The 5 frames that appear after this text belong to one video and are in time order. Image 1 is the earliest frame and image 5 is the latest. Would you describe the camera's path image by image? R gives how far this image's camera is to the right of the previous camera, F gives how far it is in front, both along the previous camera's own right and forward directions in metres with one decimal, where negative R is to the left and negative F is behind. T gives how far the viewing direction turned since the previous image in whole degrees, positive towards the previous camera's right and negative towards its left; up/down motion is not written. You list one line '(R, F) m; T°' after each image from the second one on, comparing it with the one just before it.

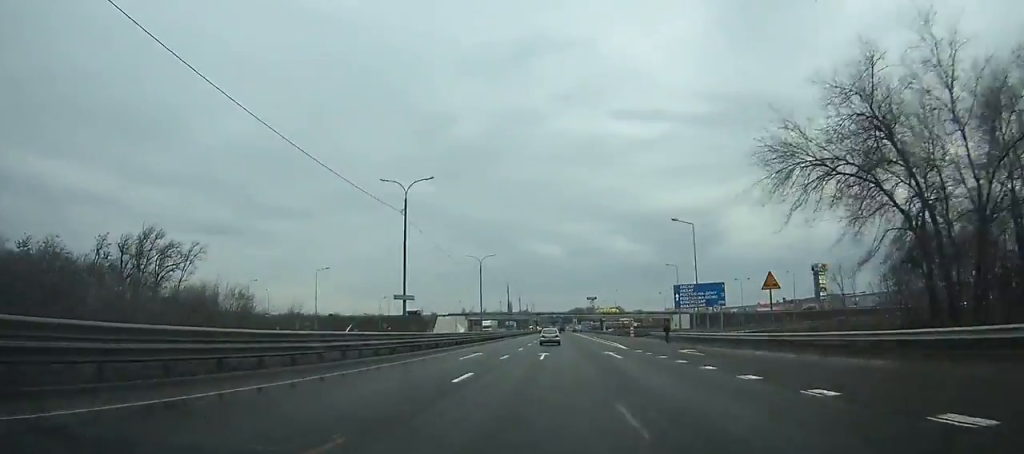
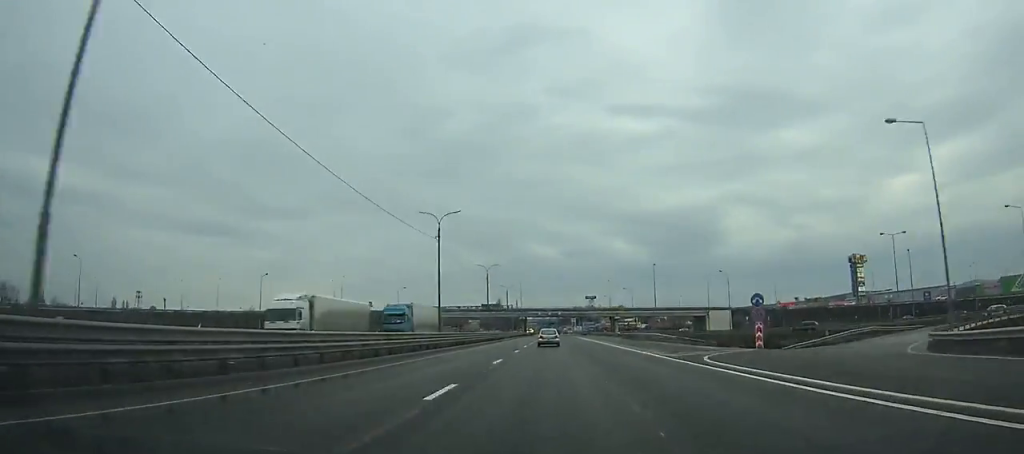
(0.0, +64.6) m; 0°
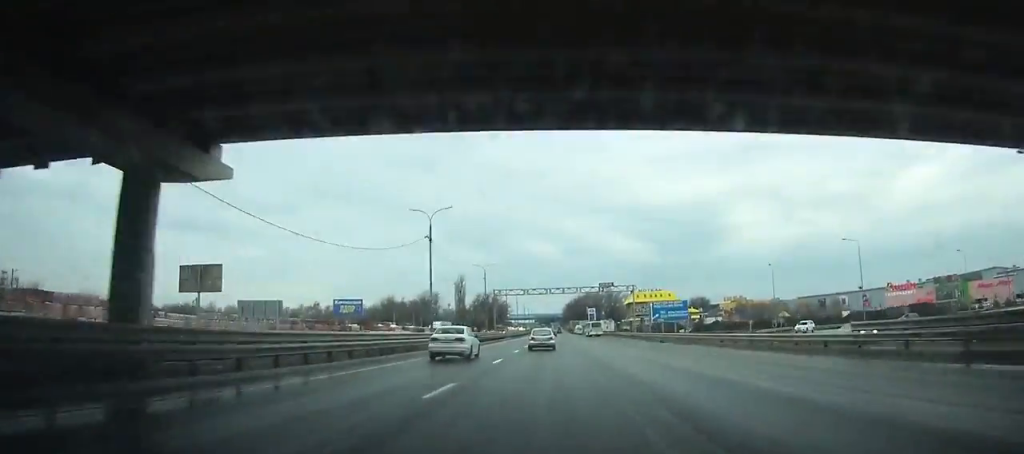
(-0.6, +180.6) m; 0°
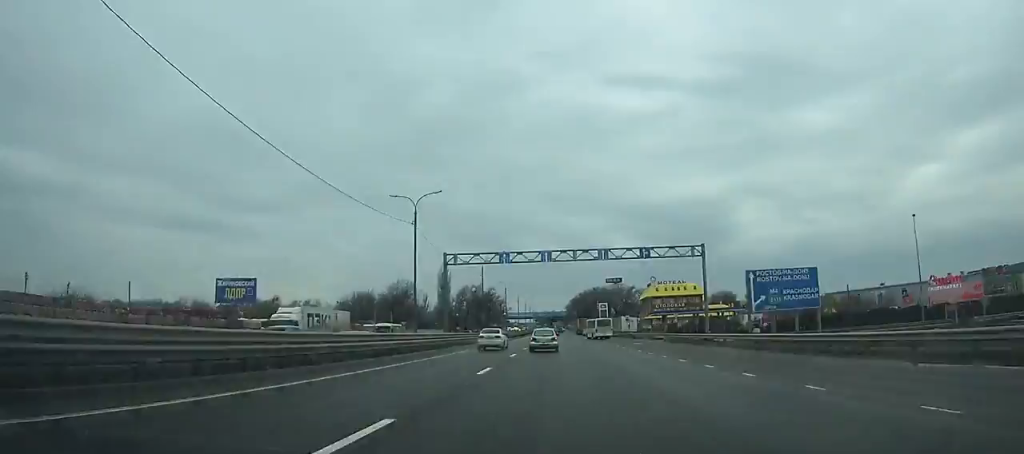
(-0.2, +41.6) m; 0°
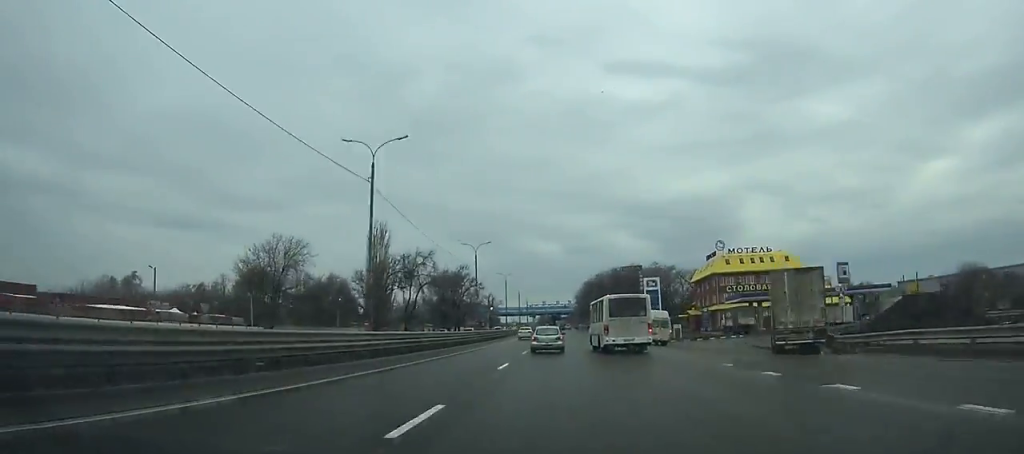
(-0.6, +82.0) m; -1°
